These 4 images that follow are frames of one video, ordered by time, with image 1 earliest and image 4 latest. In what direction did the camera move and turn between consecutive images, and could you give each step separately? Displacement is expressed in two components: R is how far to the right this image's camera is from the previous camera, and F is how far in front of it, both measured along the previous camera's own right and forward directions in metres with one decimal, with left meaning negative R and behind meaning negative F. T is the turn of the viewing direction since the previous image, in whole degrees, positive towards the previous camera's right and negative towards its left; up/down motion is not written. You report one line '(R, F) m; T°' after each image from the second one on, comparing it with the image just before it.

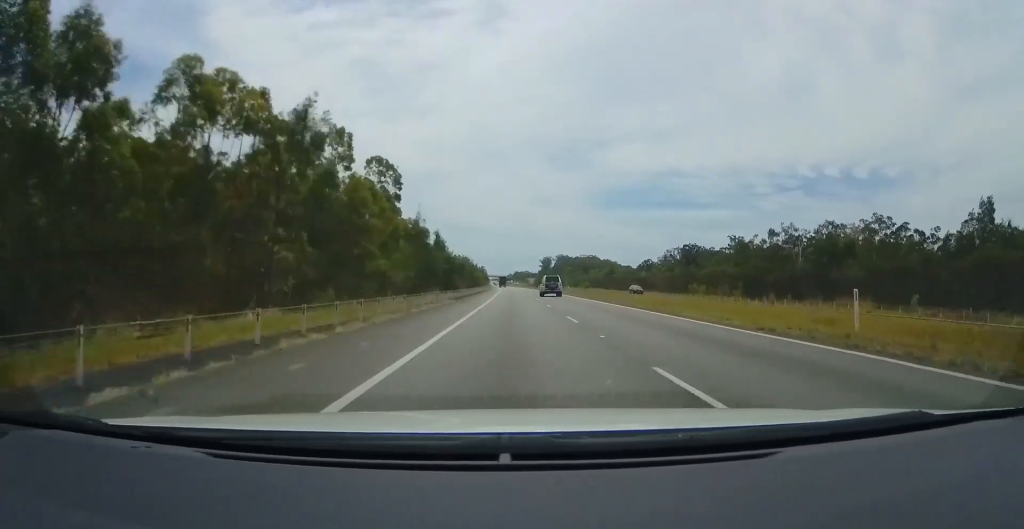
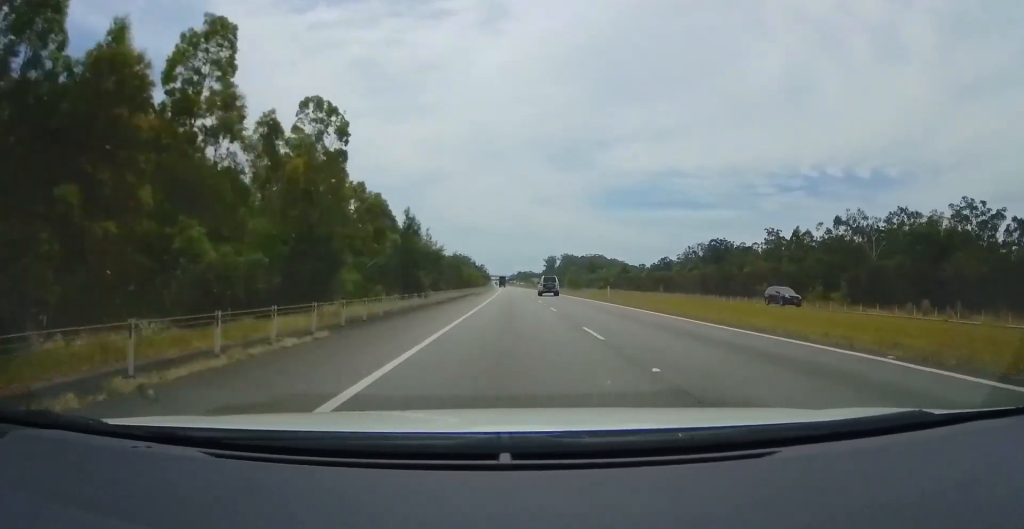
(-0.3, +28.3) m; 0°
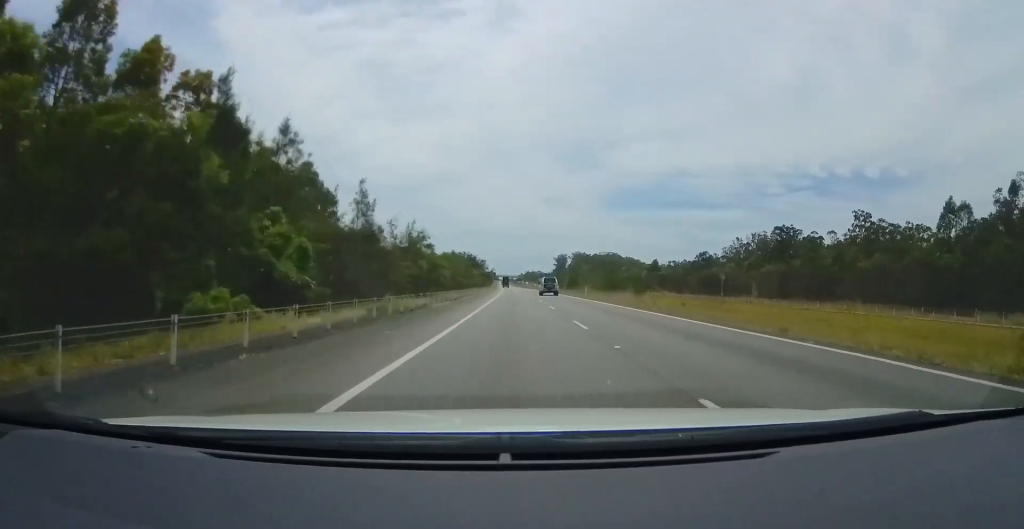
(+0.9, +46.0) m; +1°
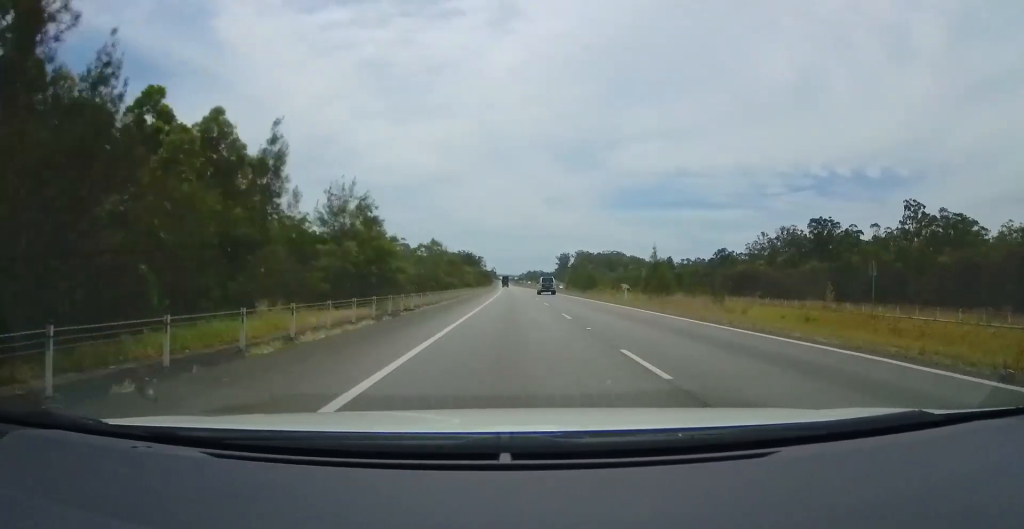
(+0.2, +18.9) m; -1°
